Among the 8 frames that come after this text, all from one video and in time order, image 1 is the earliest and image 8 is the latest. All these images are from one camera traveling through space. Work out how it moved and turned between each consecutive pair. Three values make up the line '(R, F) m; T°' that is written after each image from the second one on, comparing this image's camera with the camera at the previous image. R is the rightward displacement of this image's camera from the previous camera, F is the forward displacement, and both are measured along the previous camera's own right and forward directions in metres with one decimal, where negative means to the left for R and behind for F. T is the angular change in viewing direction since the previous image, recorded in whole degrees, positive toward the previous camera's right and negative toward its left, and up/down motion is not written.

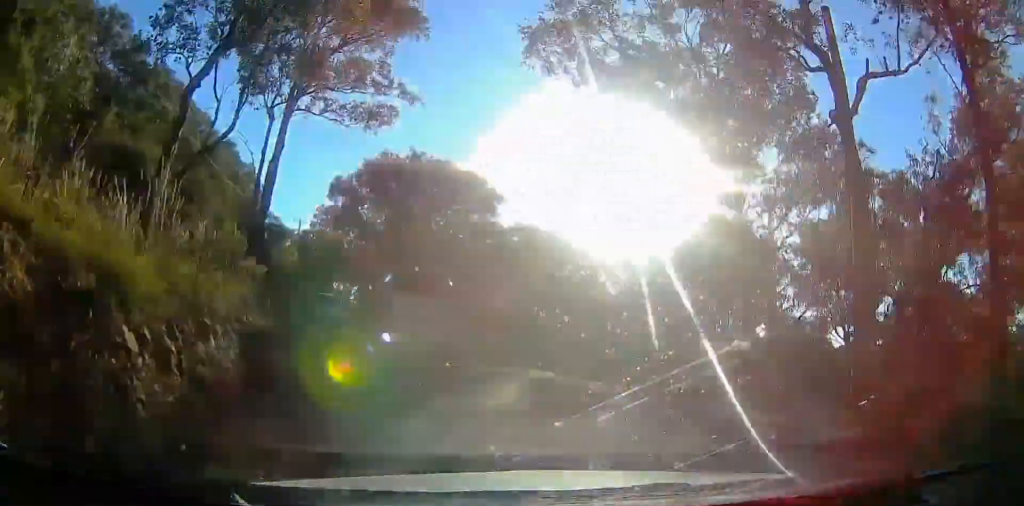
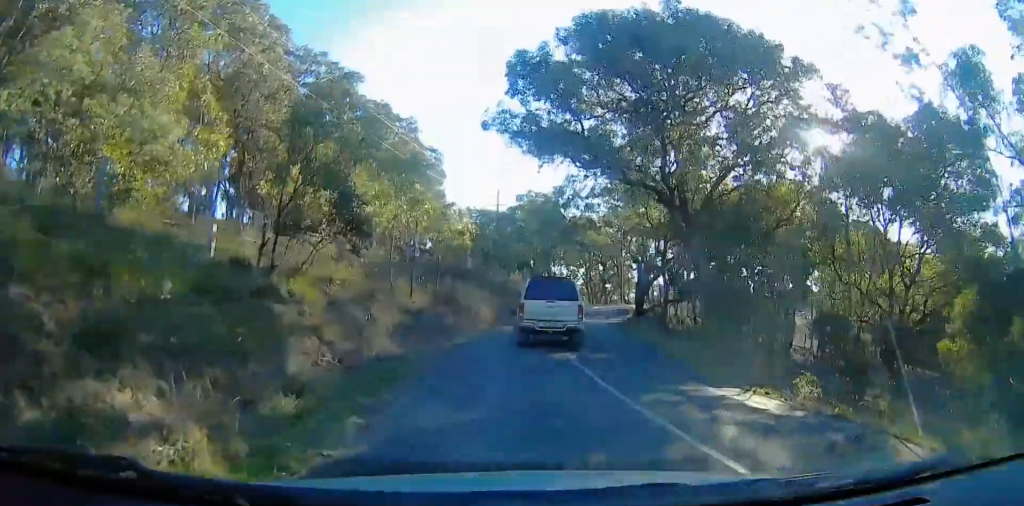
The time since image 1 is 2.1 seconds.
(0.0, +18.6) m; -8°
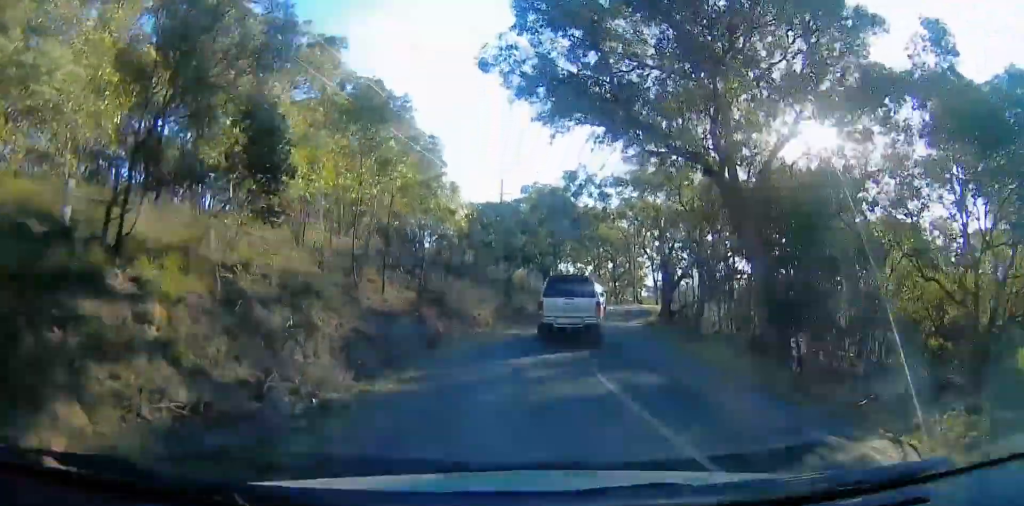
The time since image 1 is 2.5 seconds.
(+0.6, +4.1) m; -9°
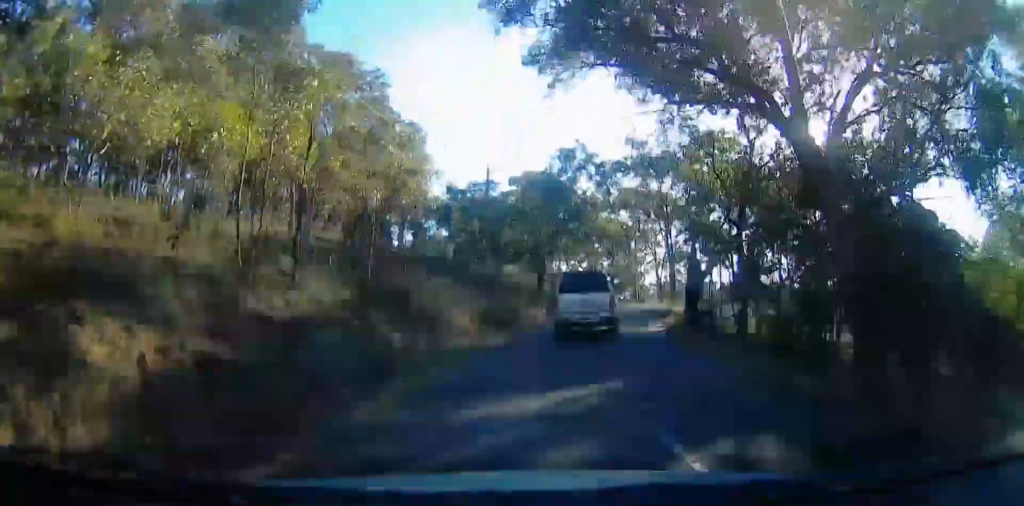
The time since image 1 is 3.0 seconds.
(-0.9, +4.0) m; -8°
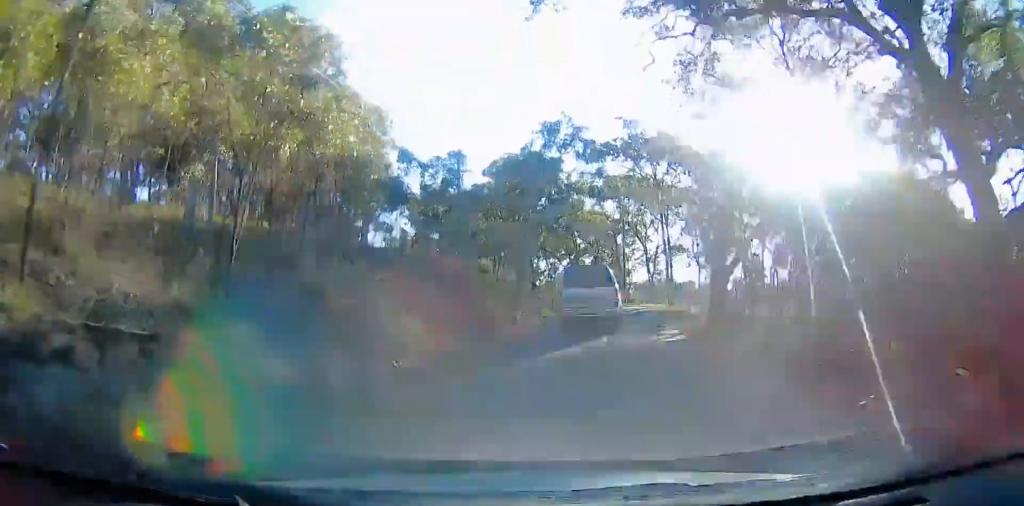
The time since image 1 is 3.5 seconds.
(-1.0, +4.1) m; -7°
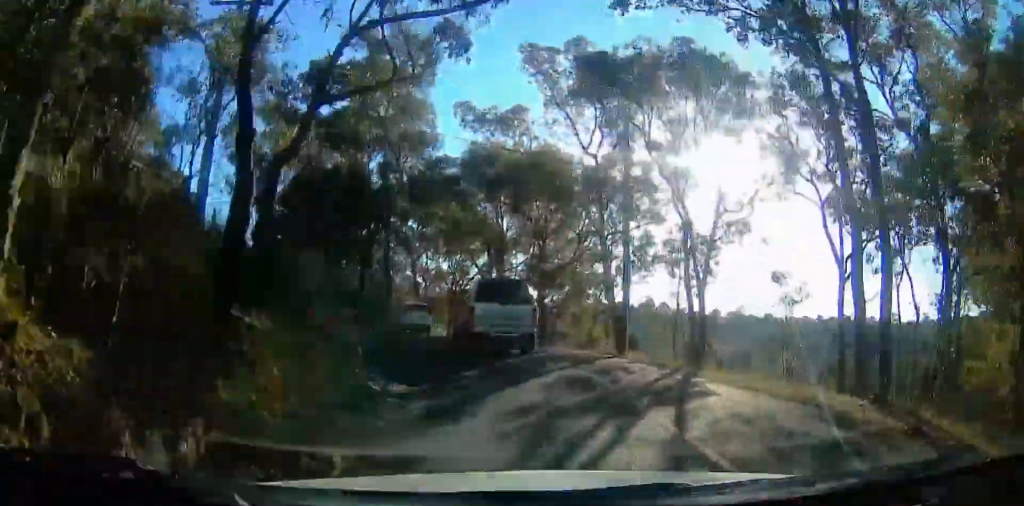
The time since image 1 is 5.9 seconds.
(+0.7, +22.9) m; +1°
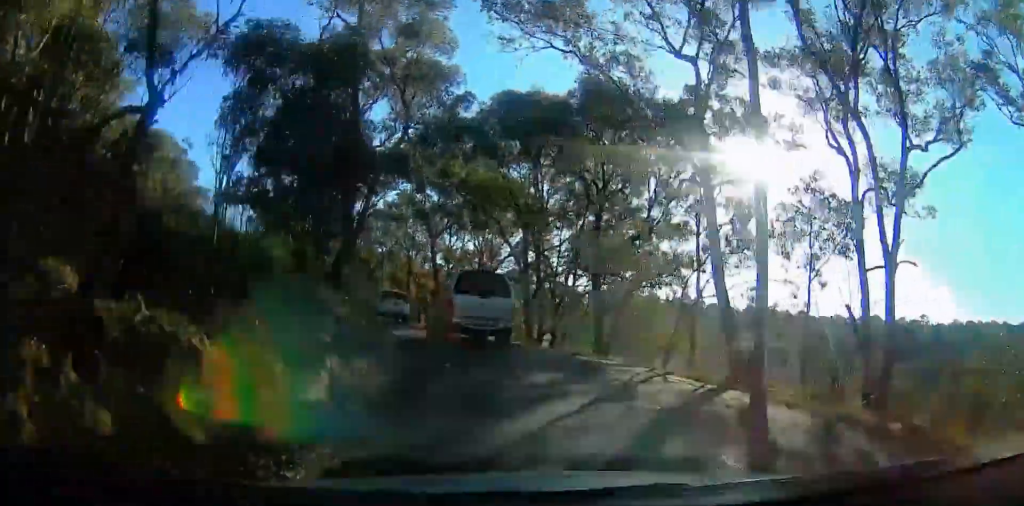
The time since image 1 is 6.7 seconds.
(-0.3, +9.7) m; +2°
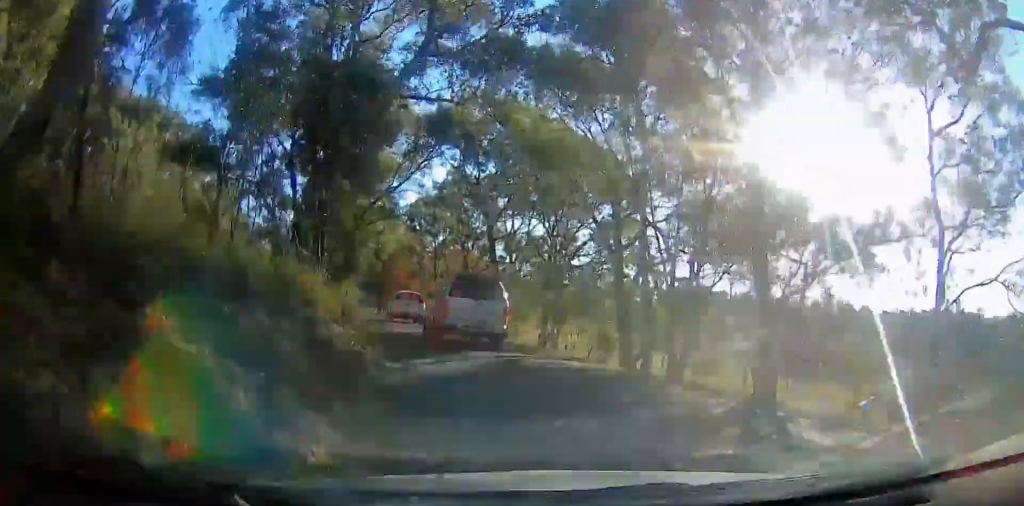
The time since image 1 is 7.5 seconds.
(+1.0, +12.3) m; -1°
